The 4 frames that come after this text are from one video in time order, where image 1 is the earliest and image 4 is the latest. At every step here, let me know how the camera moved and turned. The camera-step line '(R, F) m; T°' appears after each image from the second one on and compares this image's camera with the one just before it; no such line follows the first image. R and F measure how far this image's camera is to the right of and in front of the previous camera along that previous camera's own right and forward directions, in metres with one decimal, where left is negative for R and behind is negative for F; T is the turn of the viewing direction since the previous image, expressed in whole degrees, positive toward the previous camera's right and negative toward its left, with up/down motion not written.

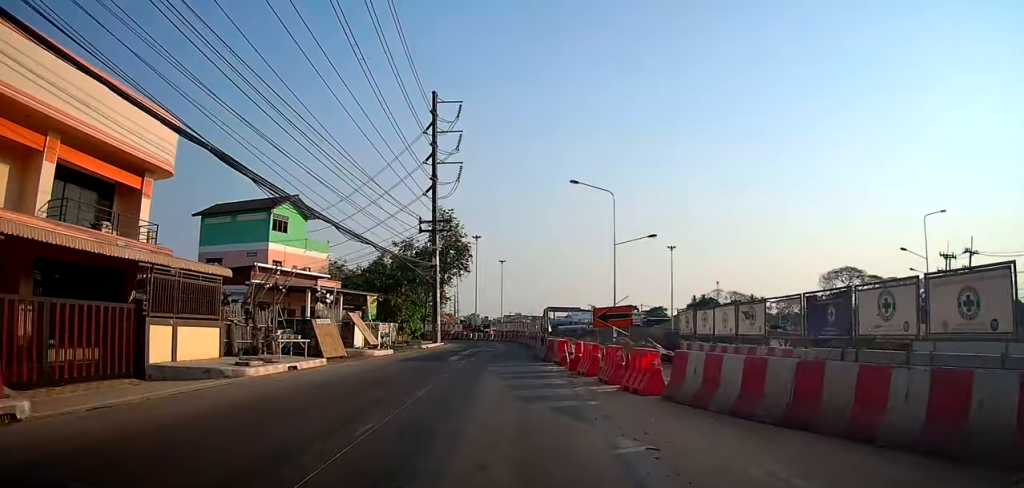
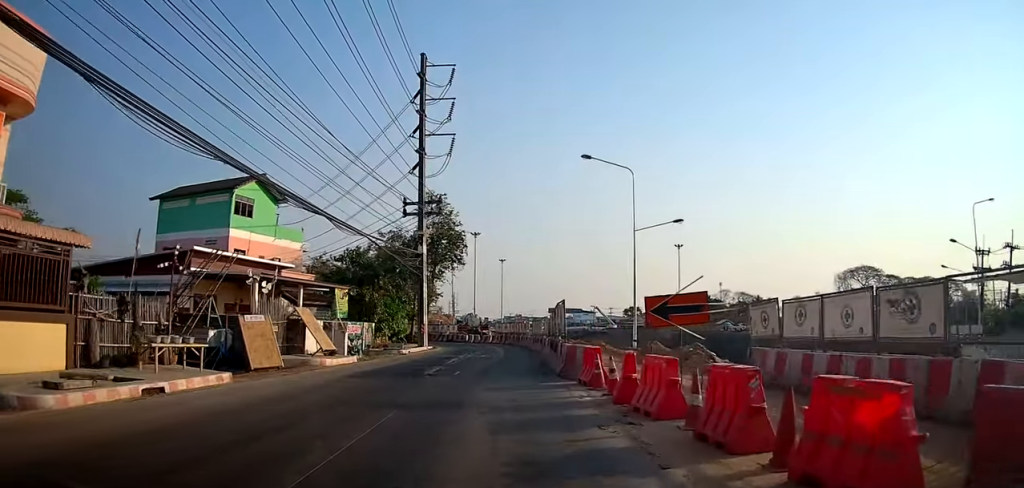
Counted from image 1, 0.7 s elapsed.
(+0.2, +6.9) m; -2°
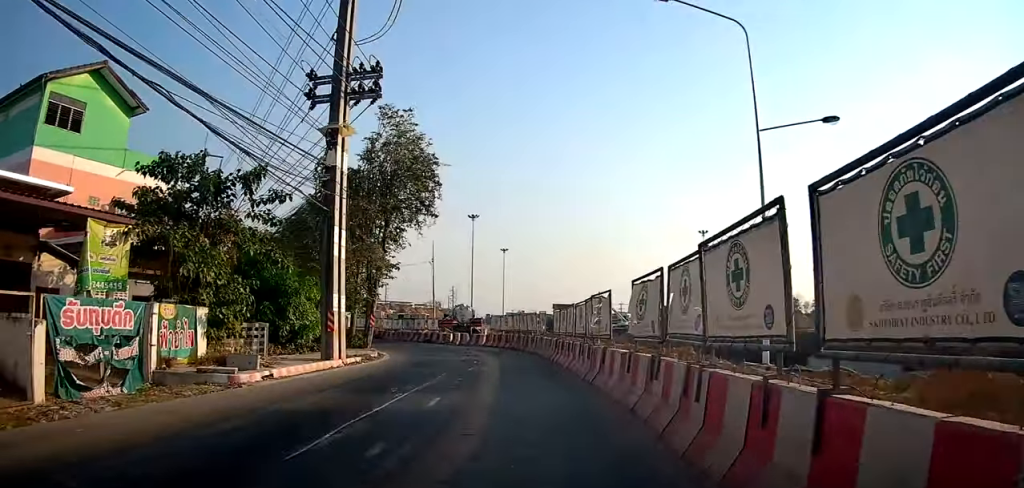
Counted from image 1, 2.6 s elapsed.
(+0.1, +18.3) m; +3°
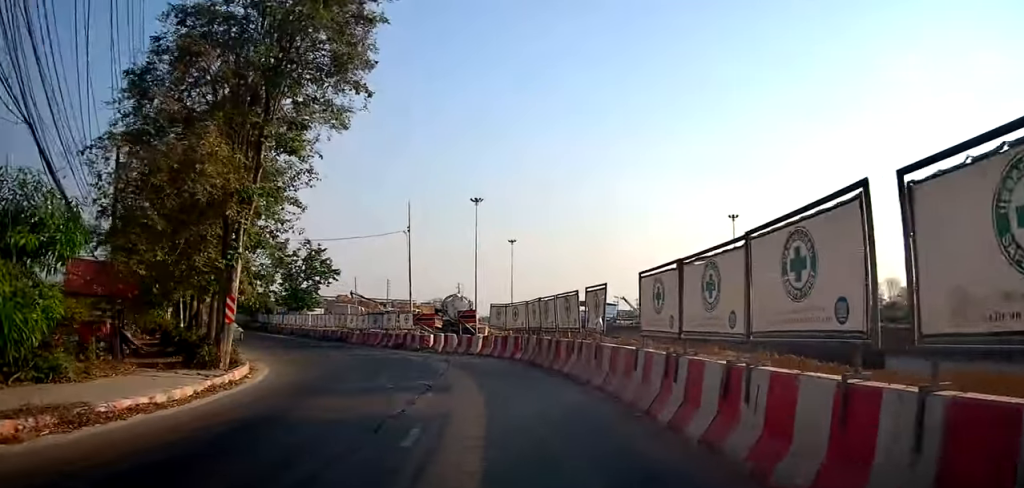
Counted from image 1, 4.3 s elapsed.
(+0.3, +14.9) m; 0°
